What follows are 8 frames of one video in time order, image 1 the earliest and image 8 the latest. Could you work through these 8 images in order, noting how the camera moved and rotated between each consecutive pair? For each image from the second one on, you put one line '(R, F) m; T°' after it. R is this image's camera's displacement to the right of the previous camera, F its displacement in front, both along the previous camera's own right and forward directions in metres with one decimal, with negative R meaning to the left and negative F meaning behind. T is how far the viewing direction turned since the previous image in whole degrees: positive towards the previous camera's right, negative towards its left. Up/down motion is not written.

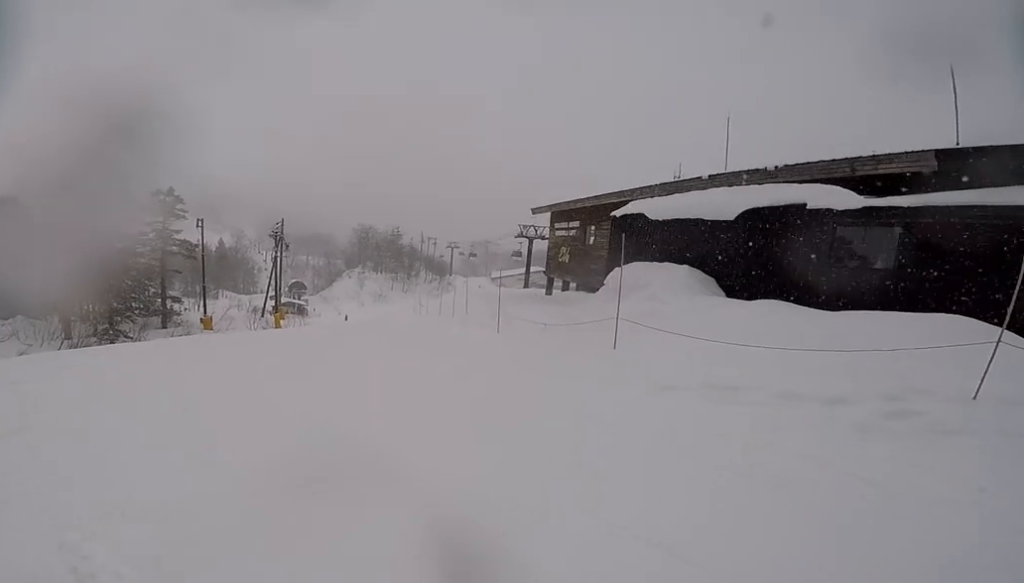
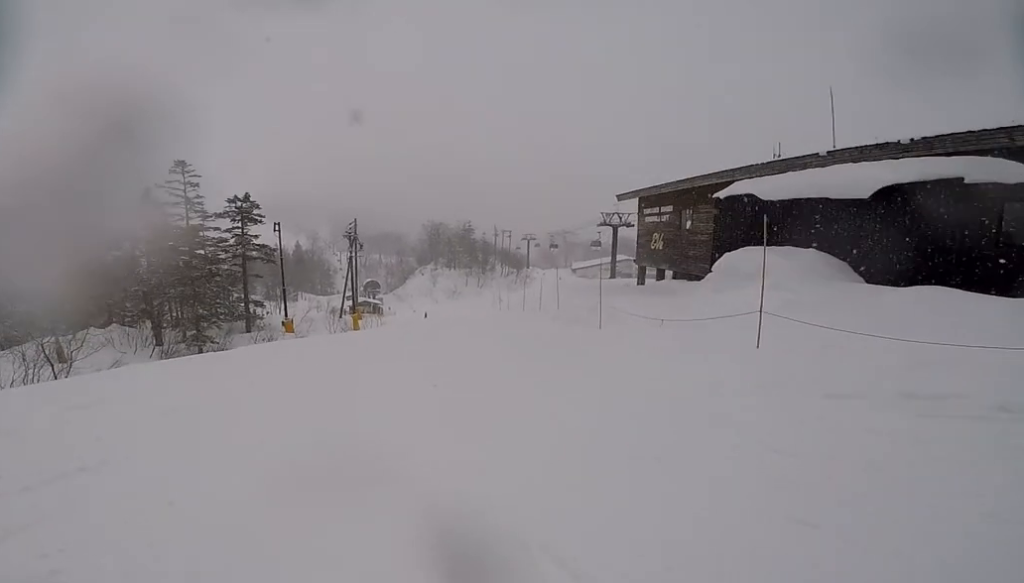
(0.0, +1.0) m; 0°
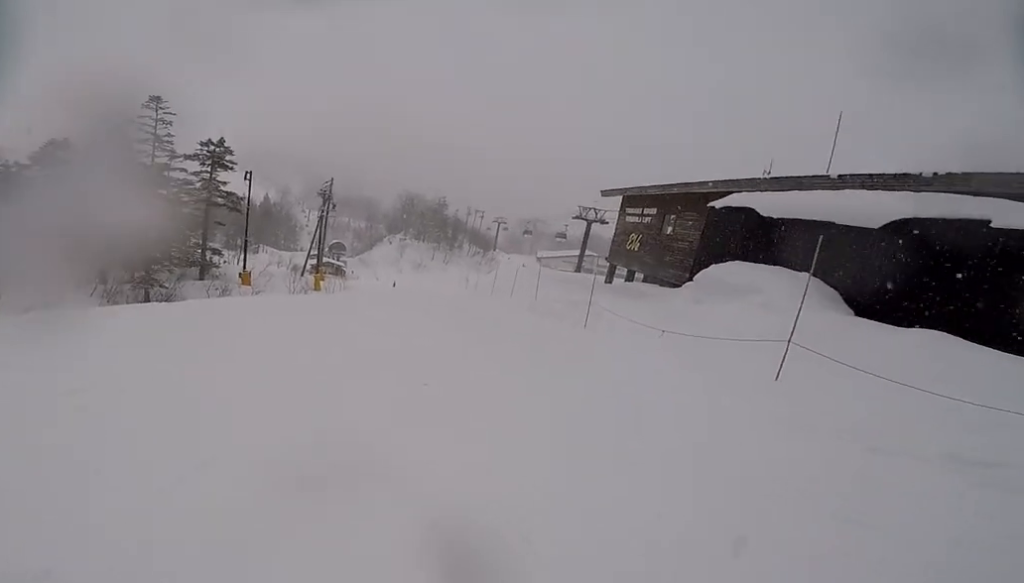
(0.0, +1.4) m; 0°
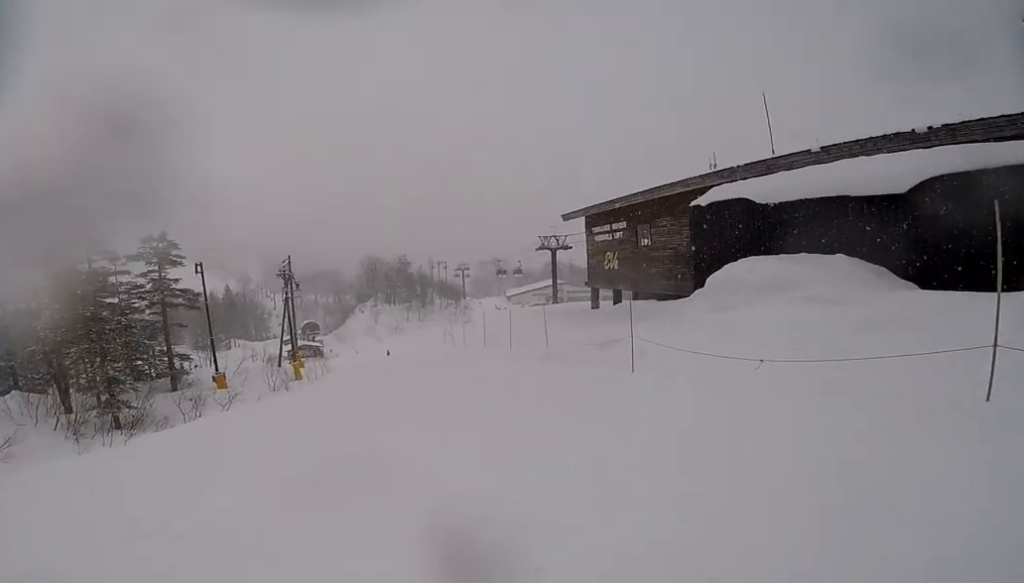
(0.0, +3.7) m; +4°
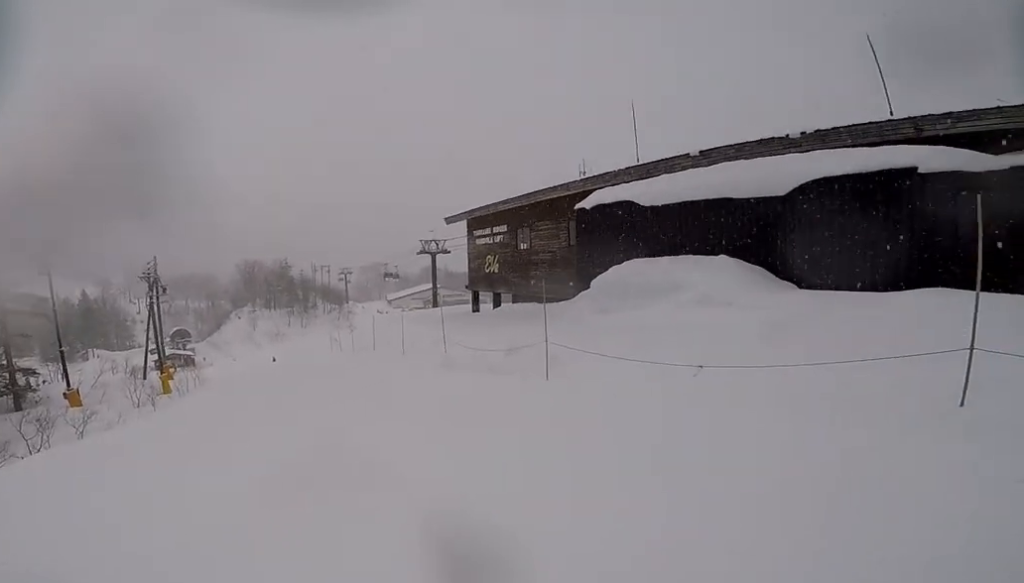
(+0.1, +2.0) m; +11°
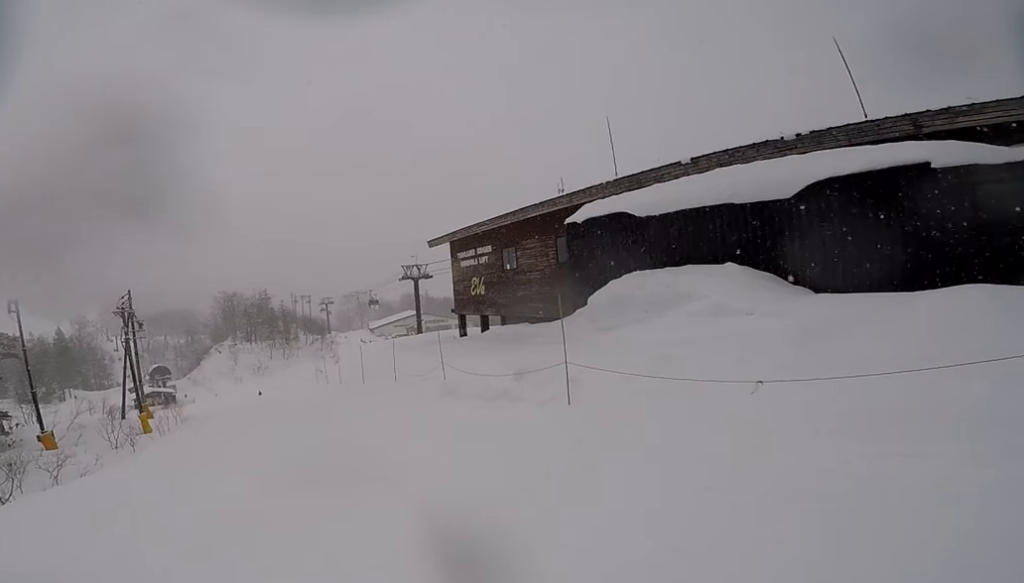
(+0.1, +1.4) m; +8°
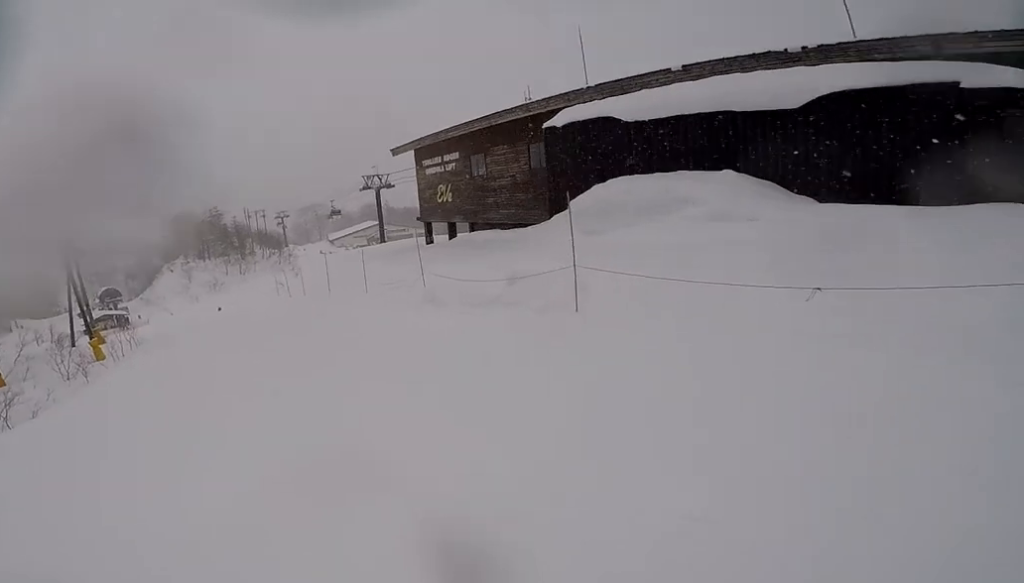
(+0.1, +1.6) m; +7°
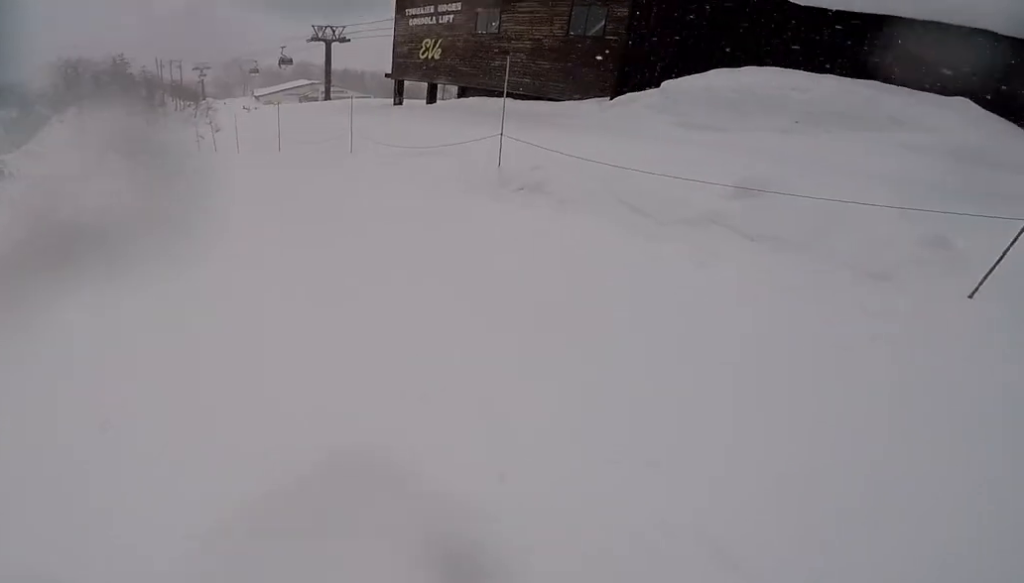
(+1.2, +6.8) m; -6°
